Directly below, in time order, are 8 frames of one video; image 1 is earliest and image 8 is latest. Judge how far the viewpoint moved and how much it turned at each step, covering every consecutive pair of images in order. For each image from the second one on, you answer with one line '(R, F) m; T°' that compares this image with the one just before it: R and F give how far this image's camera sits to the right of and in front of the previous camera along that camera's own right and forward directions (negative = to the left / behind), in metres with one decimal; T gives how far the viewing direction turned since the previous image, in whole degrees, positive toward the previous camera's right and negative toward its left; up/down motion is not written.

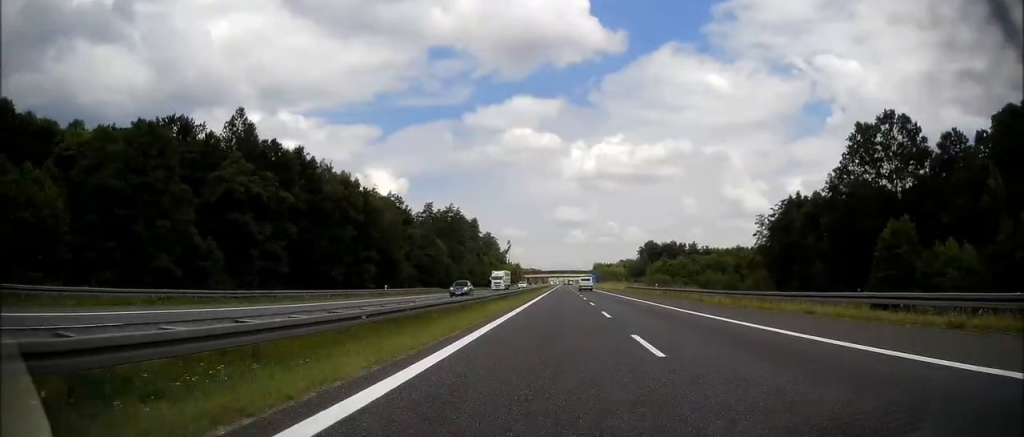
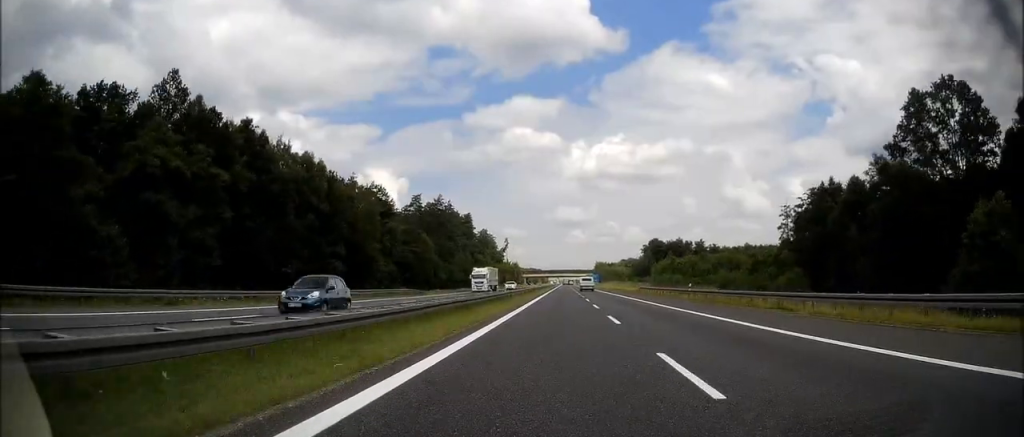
(0.0, +16.1) m; 0°
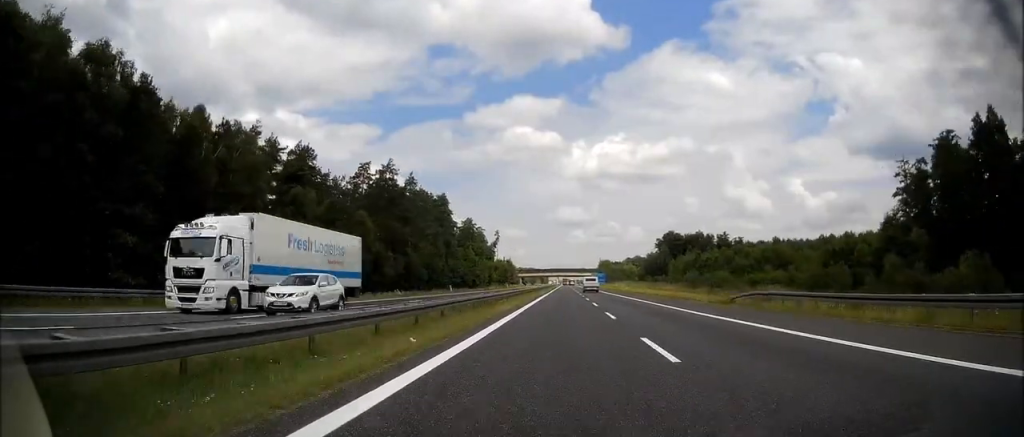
(0.0, +46.0) m; 0°
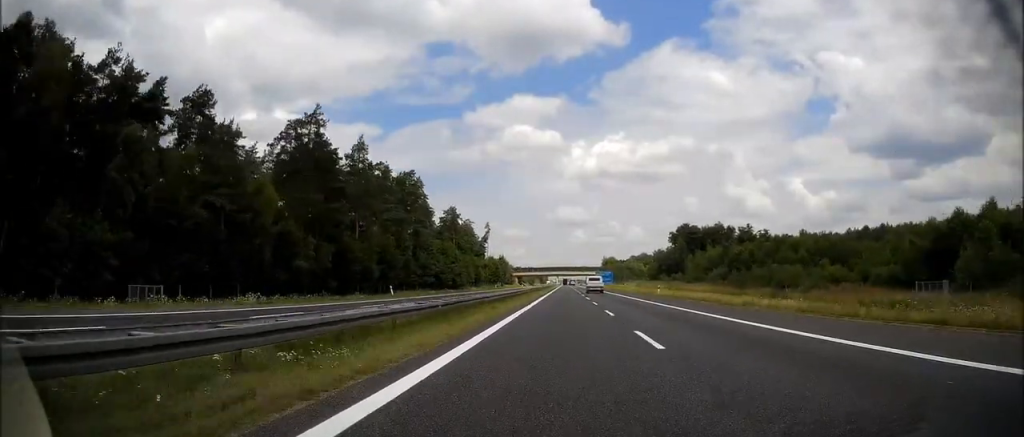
(0.0, +34.9) m; 0°
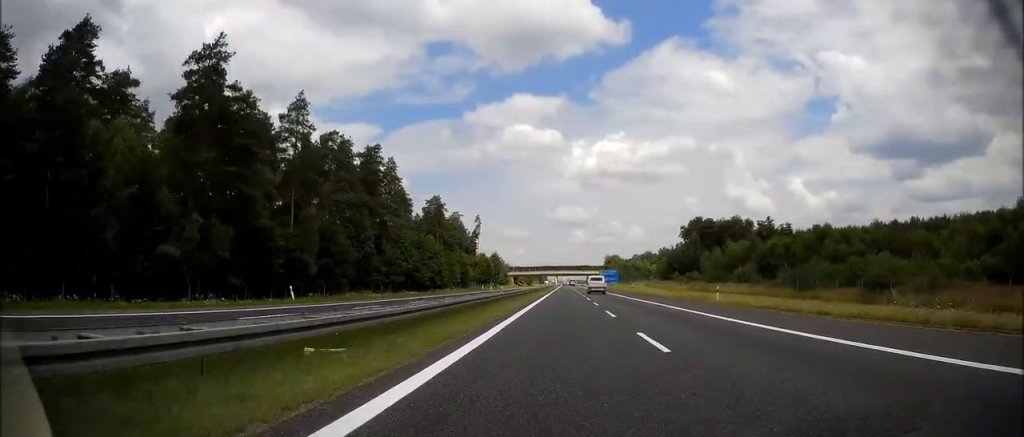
(-0.1, +24.9) m; 0°
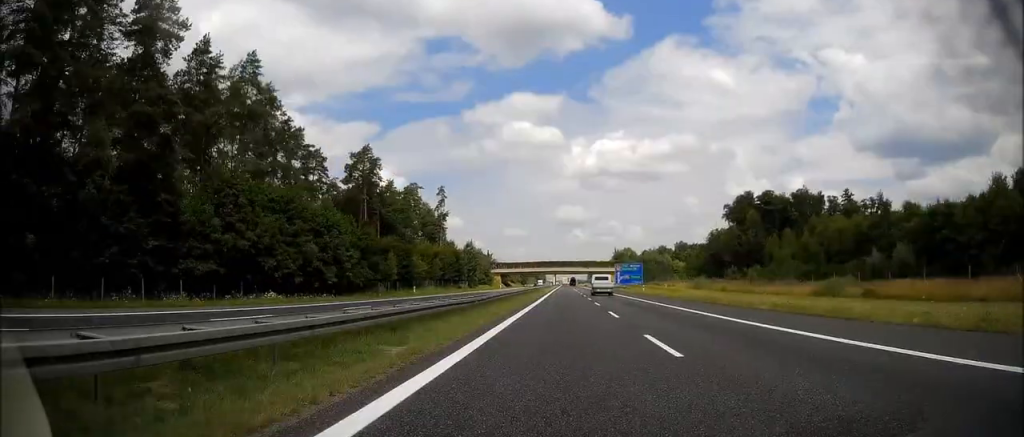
(+0.2, +62.2) m; 0°
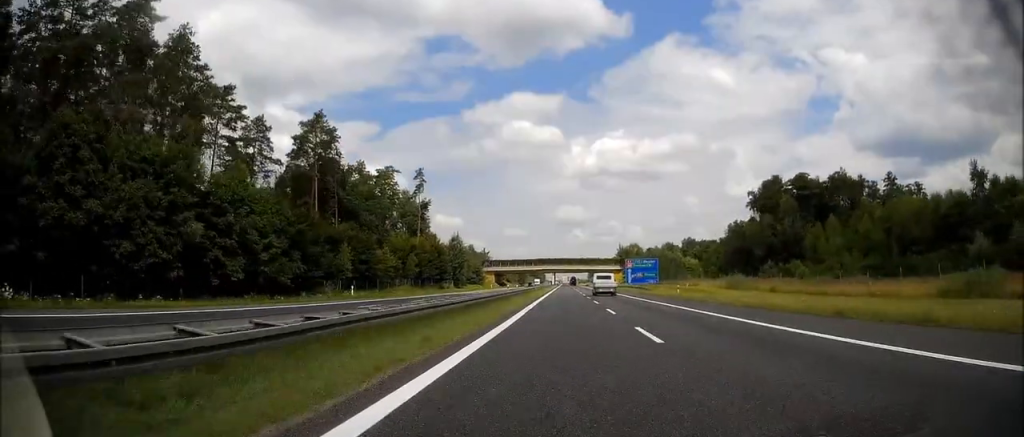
(0.0, +22.4) m; 0°
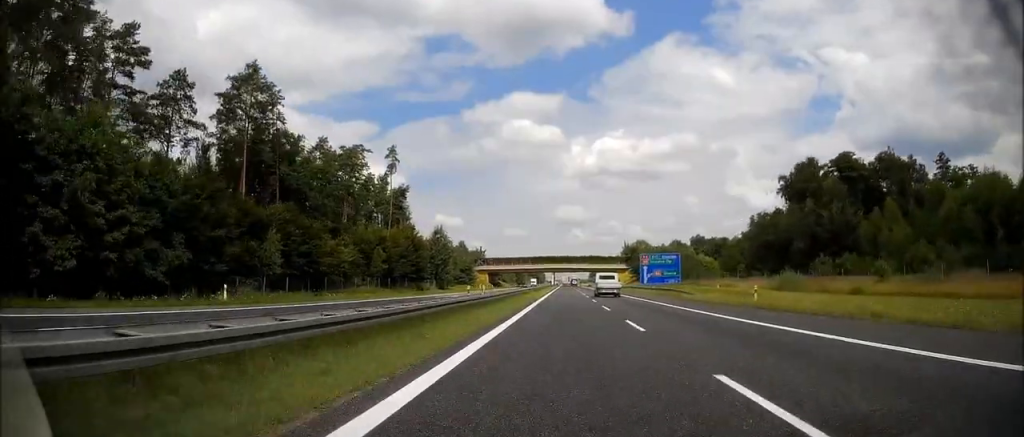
(0.0, +21.1) m; 0°
